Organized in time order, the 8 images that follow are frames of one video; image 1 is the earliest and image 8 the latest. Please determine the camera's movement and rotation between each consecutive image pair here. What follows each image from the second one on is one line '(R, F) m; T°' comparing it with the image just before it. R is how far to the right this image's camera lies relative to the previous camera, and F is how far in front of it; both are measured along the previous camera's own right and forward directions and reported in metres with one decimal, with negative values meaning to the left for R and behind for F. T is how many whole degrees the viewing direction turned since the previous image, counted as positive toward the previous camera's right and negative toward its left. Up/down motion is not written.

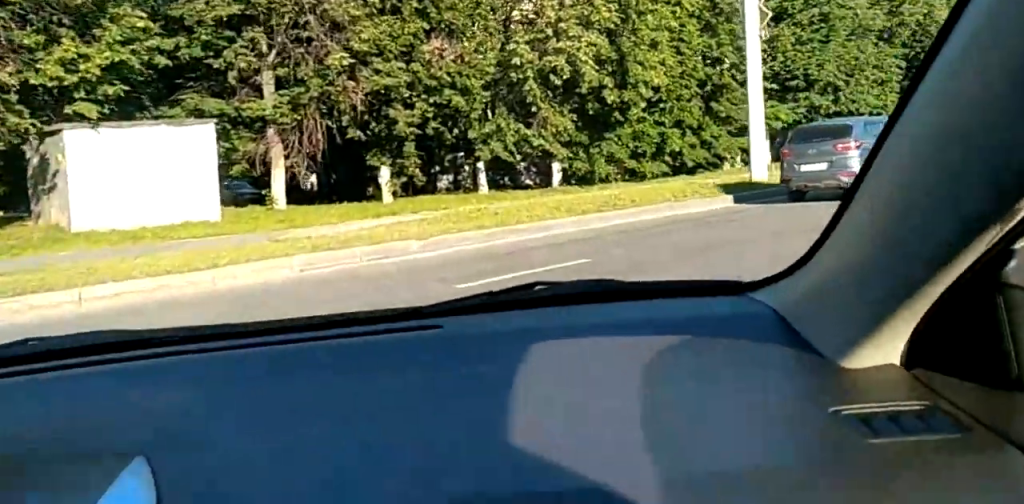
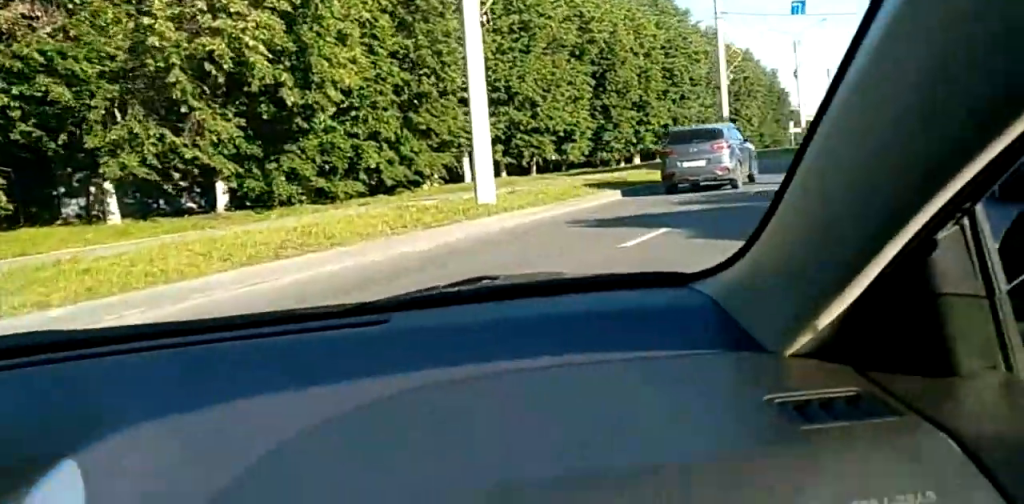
(+0.5, +5.2) m; +14°
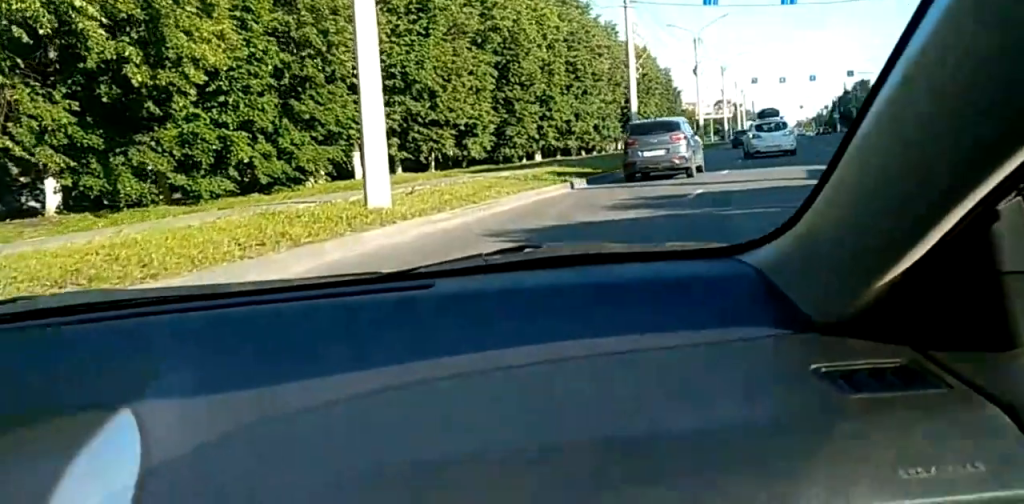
(+0.1, +2.7) m; +9°
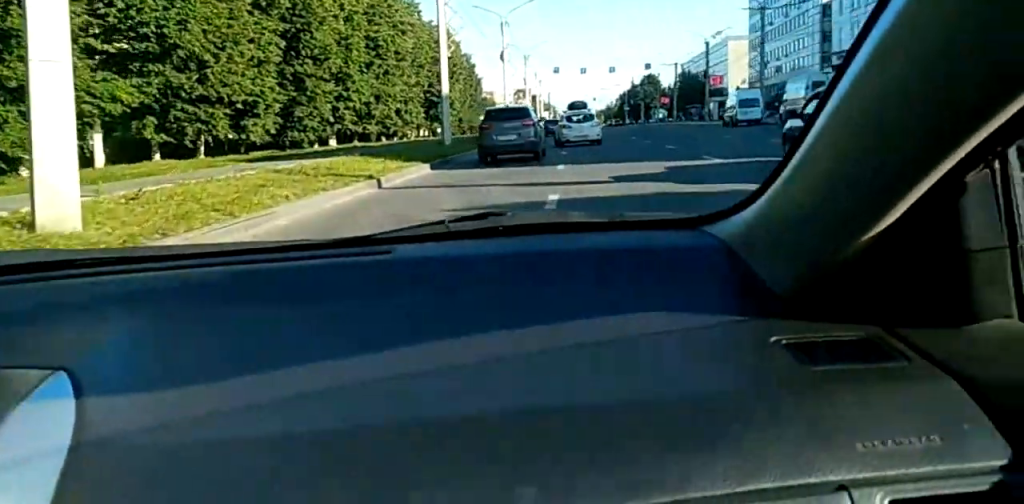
(+0.4, +4.2) m; +16°
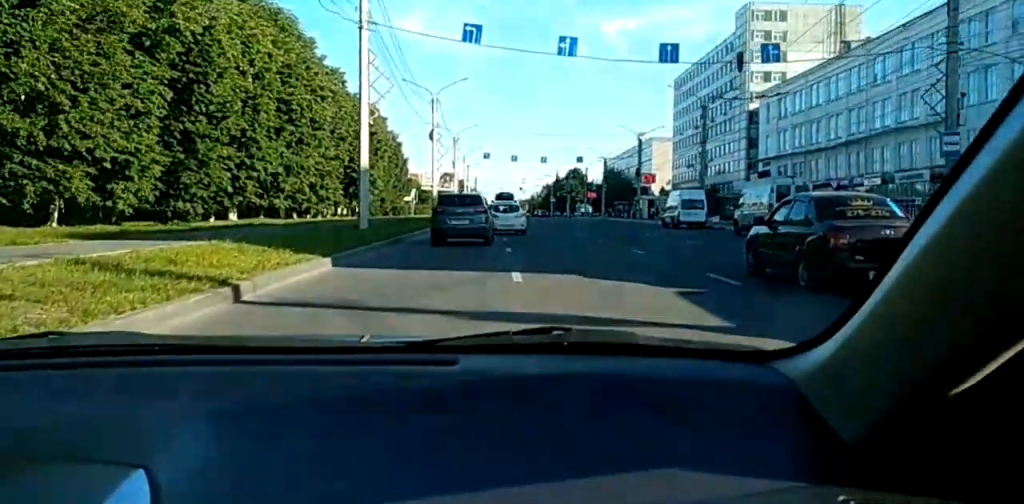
(+0.8, +5.0) m; +13°
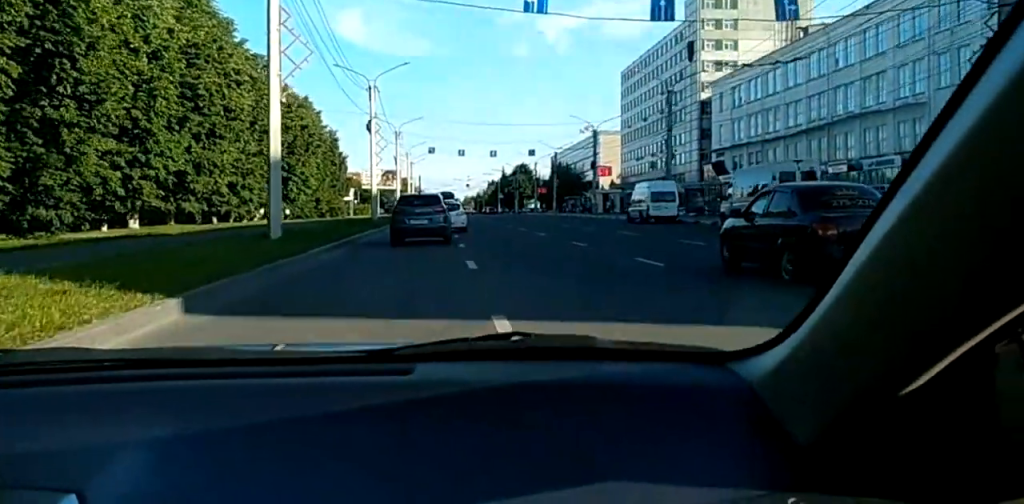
(+0.8, +5.8) m; +10°
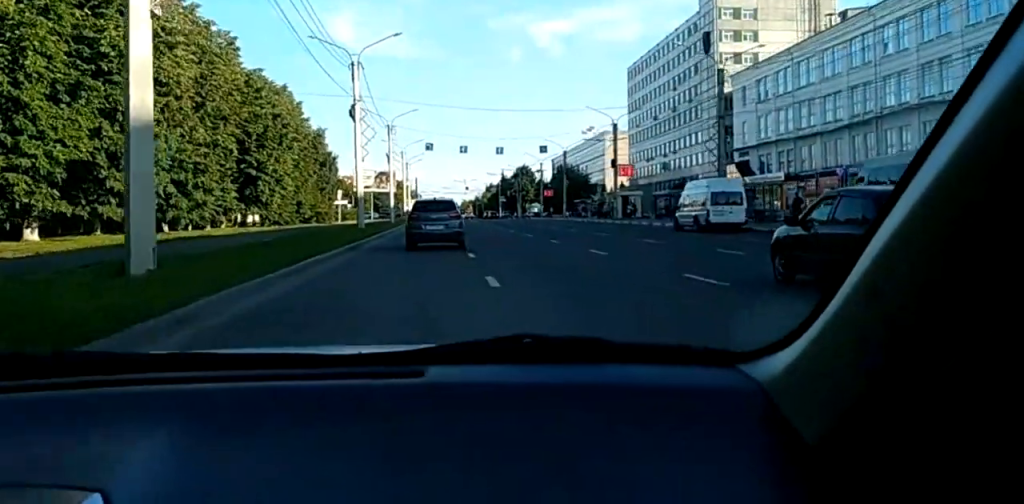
(+0.6, +10.6) m; +5°
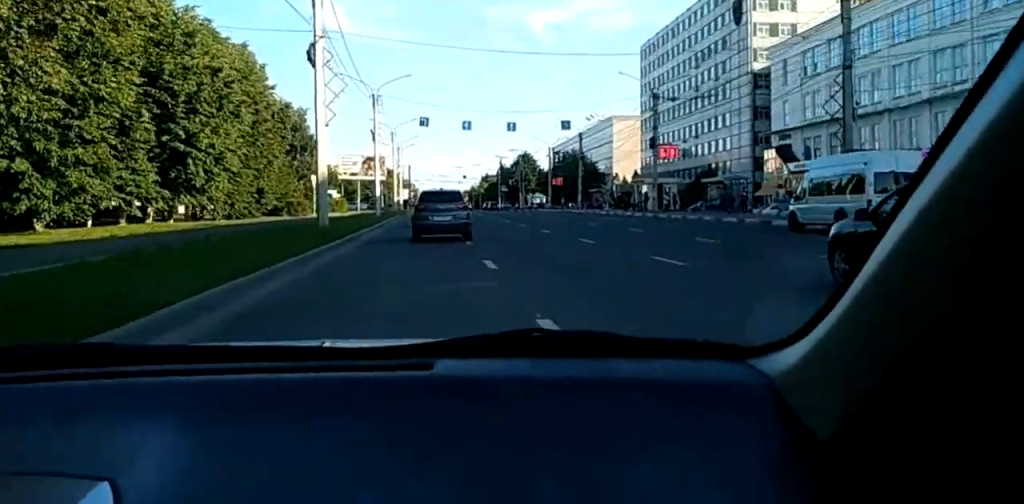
(+0.3, +14.4) m; -2°
